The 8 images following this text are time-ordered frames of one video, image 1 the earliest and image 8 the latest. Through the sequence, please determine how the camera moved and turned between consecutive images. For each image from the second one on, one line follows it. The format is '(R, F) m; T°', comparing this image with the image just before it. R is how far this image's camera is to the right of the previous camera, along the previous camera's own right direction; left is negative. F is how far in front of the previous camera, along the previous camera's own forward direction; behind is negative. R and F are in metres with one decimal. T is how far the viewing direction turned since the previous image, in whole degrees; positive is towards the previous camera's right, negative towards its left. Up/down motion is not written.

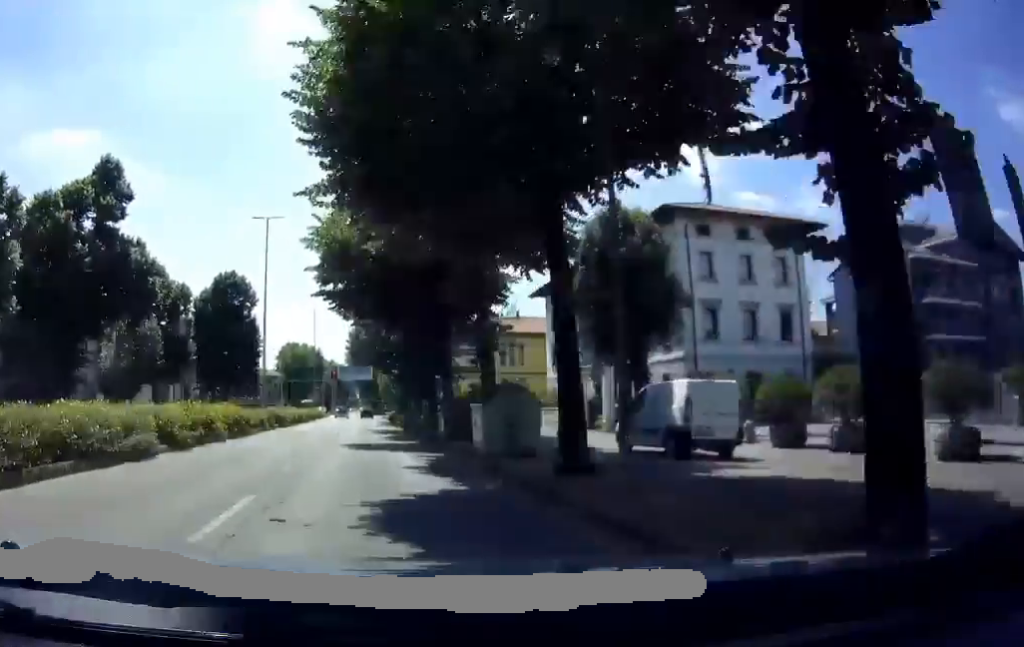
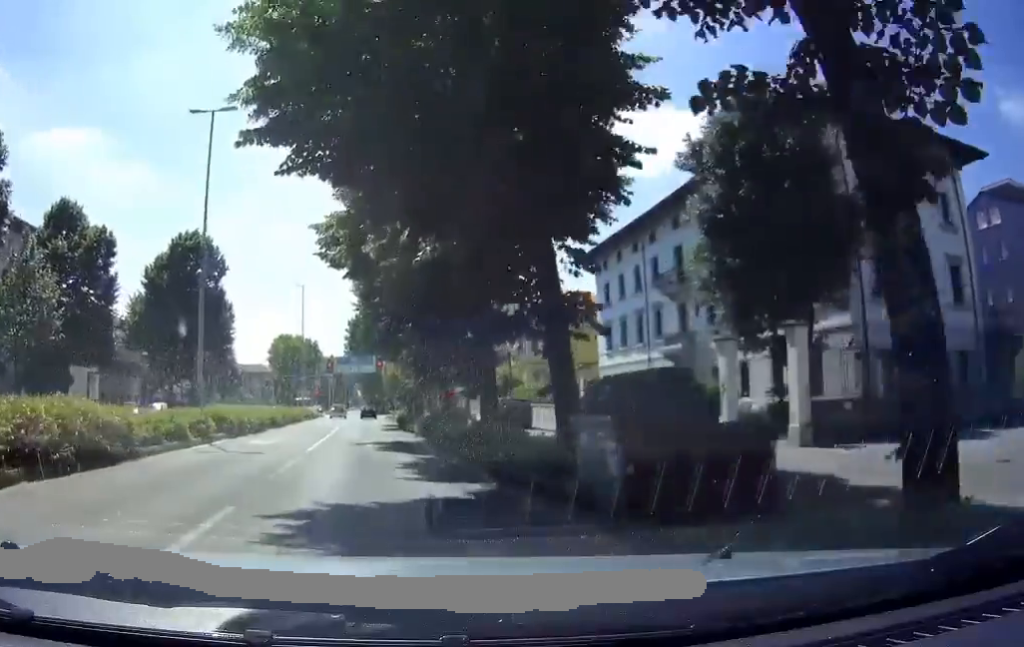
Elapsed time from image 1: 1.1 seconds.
(+0.8, +15.1) m; +1°
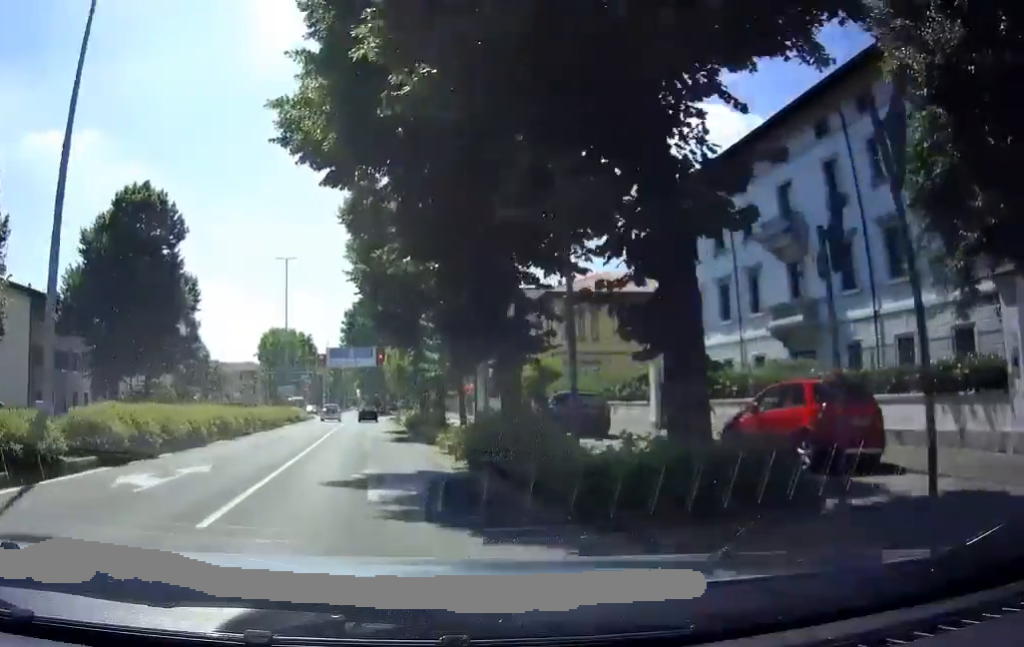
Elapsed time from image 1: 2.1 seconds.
(-0.6, +12.4) m; -3°
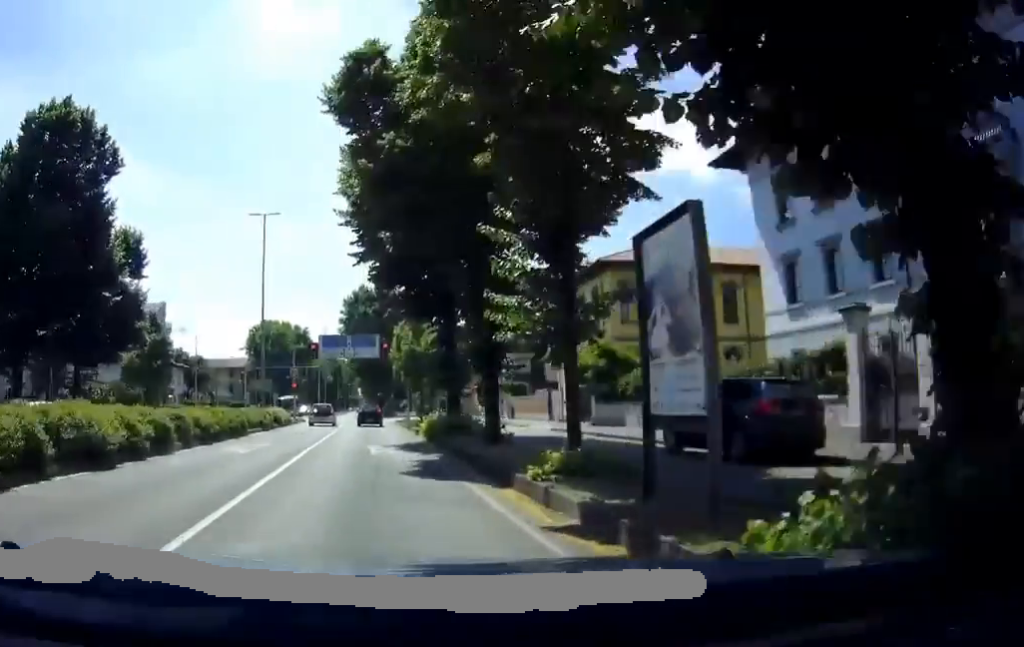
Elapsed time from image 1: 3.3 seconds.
(-0.1, +13.6) m; 0°
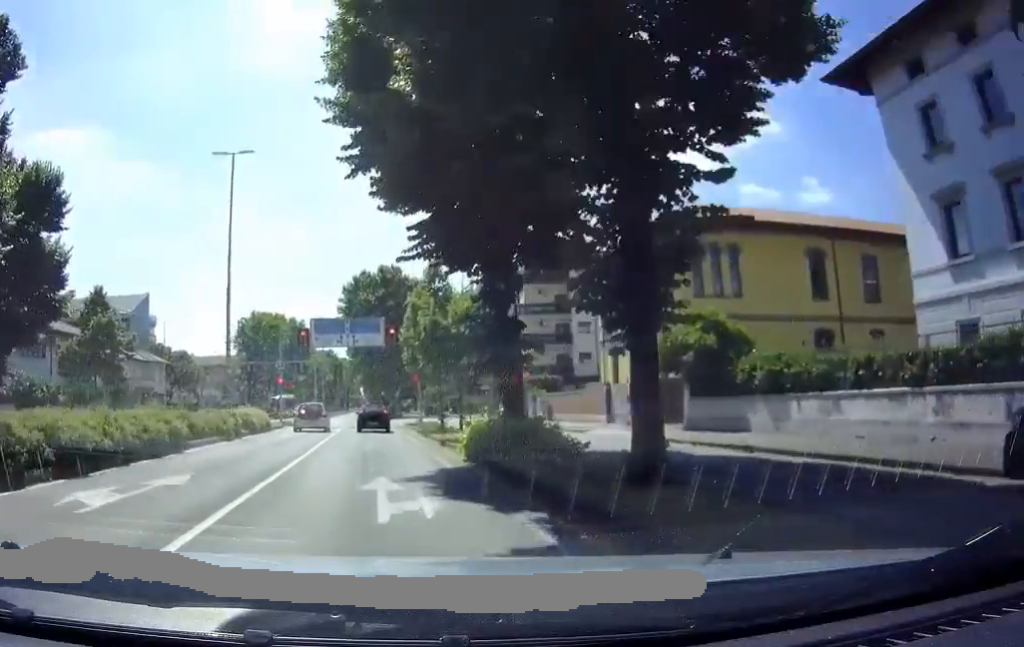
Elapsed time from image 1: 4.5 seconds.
(+0.1, +11.3) m; 0°
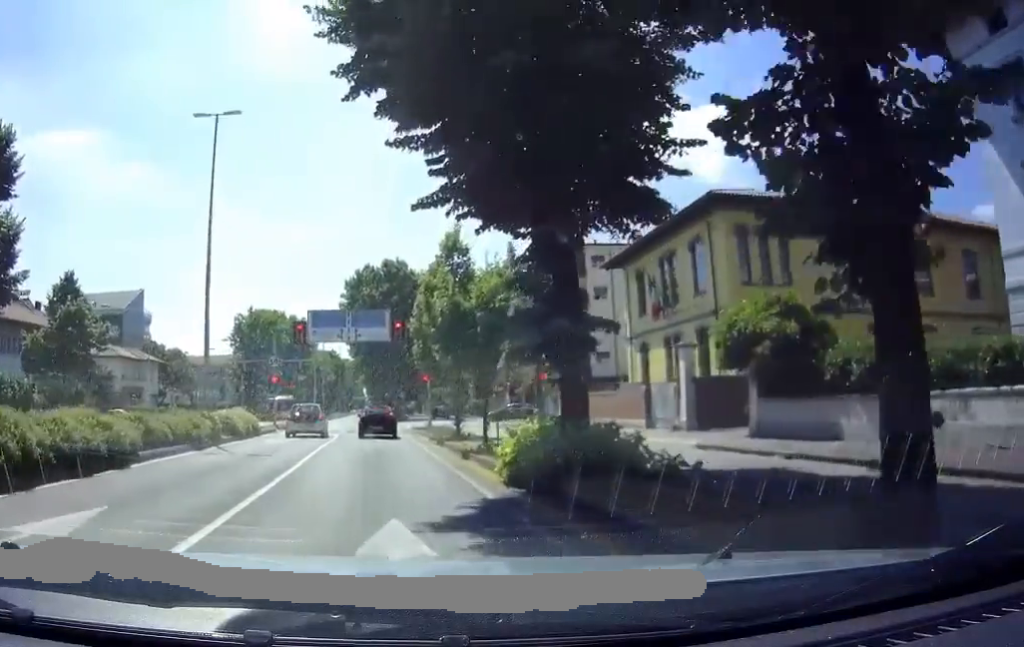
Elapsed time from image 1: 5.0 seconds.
(0.0, +5.1) m; -1°
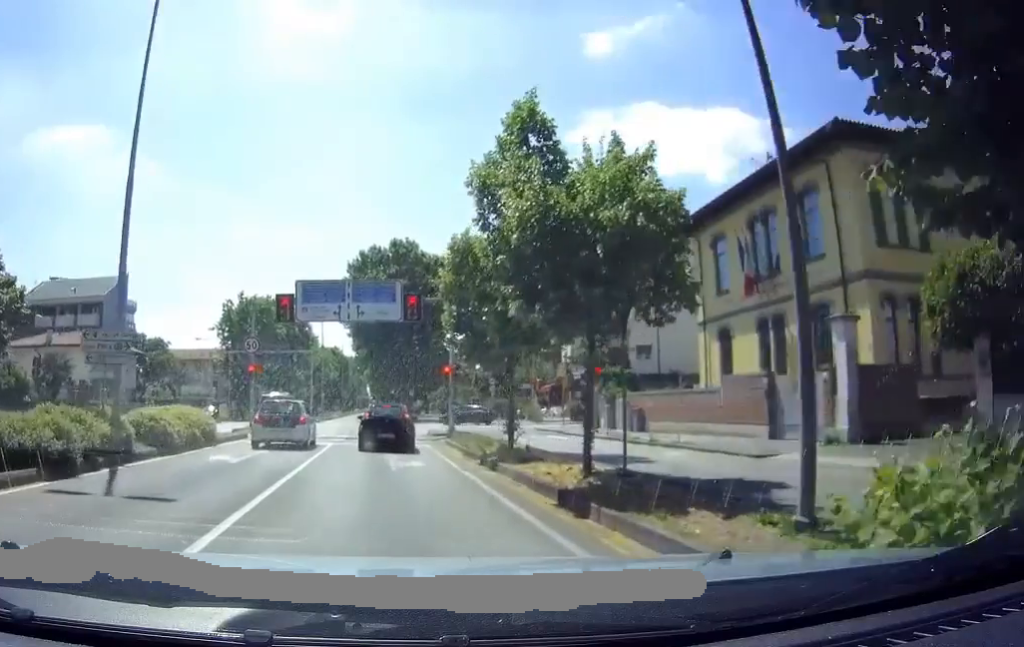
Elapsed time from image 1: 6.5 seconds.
(-0.4, +11.1) m; -3°
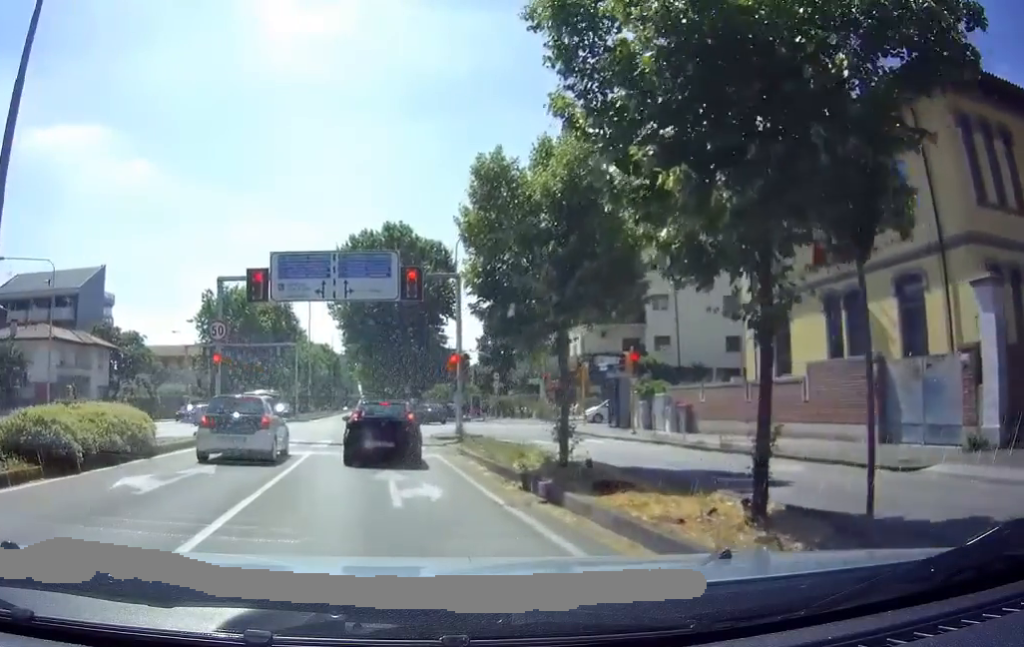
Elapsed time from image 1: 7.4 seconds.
(0.0, +6.1) m; -1°
